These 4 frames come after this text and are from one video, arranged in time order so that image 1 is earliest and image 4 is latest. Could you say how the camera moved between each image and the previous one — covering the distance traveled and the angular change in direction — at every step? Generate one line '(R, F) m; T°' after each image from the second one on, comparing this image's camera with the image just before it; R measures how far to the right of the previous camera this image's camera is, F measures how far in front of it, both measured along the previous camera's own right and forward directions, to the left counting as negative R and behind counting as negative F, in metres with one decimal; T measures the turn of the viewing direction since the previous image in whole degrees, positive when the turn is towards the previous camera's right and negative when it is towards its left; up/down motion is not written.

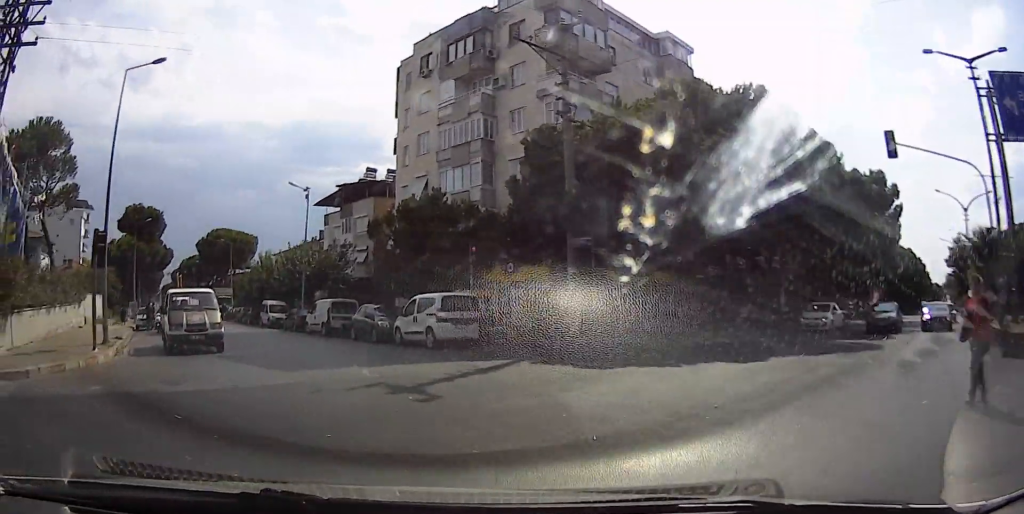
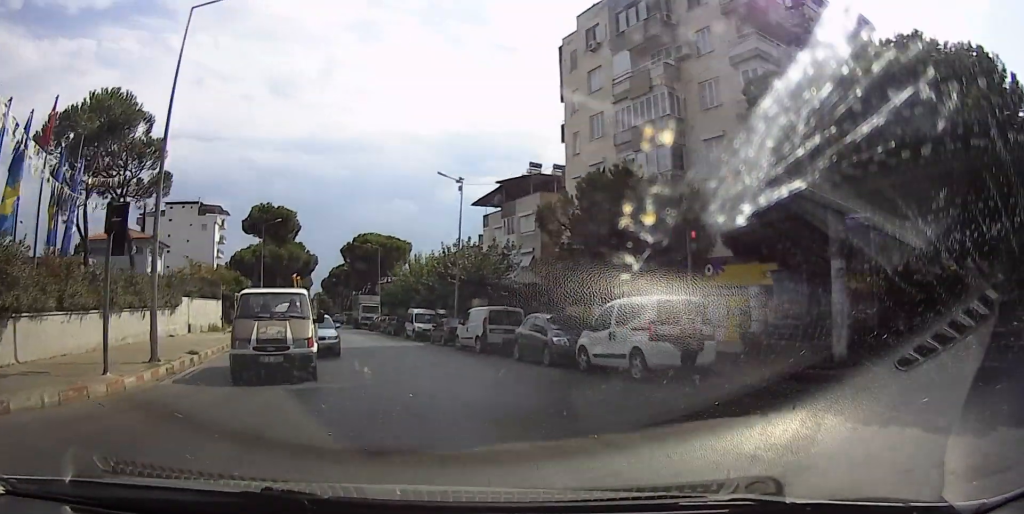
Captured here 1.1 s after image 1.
(-1.9, +5.7) m; -20°
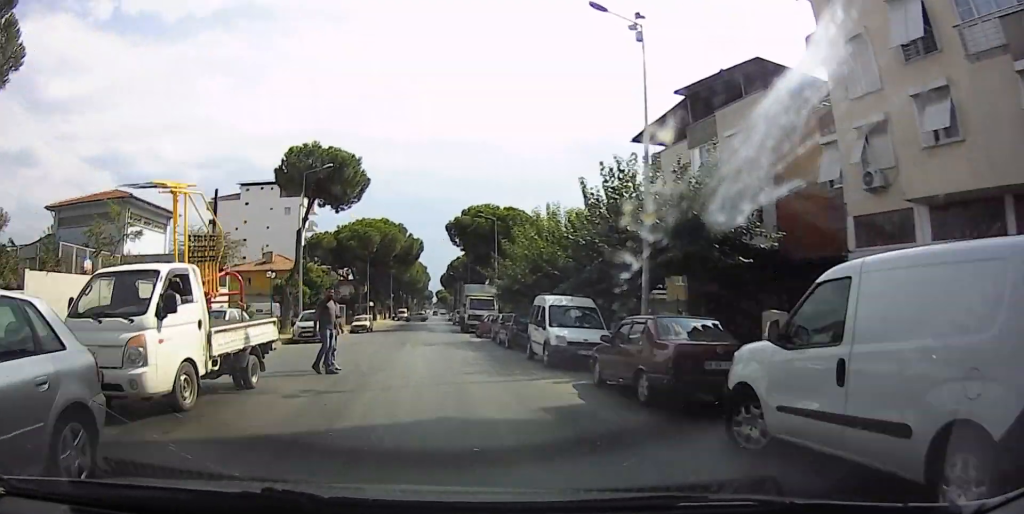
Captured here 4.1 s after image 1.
(-4.8, +16.0) m; -33°
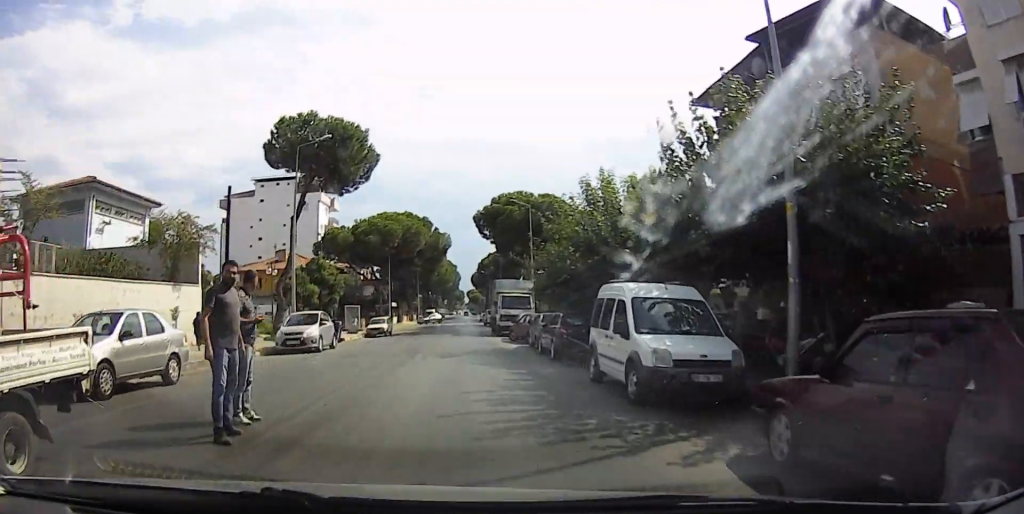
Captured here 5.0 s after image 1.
(-0.5, +5.3) m; -4°
